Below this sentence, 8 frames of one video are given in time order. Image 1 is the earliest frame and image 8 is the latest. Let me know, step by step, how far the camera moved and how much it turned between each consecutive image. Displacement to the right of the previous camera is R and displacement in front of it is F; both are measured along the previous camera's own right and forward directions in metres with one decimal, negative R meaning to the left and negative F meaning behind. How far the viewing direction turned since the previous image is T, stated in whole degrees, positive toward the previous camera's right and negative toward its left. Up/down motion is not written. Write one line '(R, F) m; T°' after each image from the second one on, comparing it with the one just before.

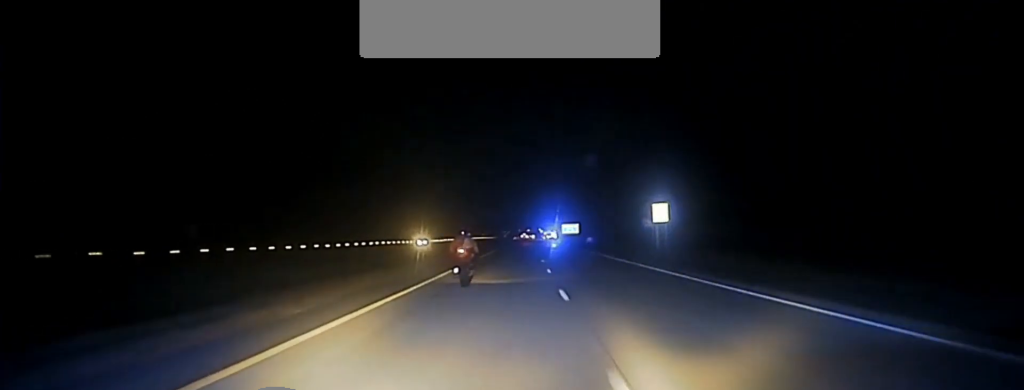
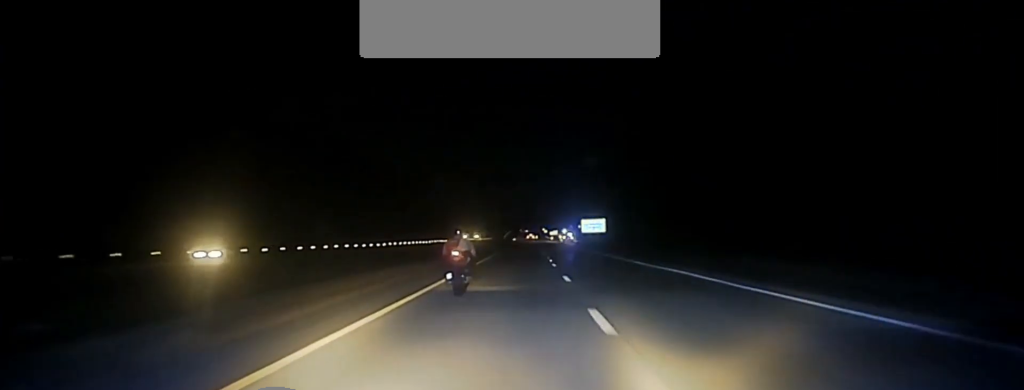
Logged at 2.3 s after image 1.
(-1.2, +82.4) m; -1°
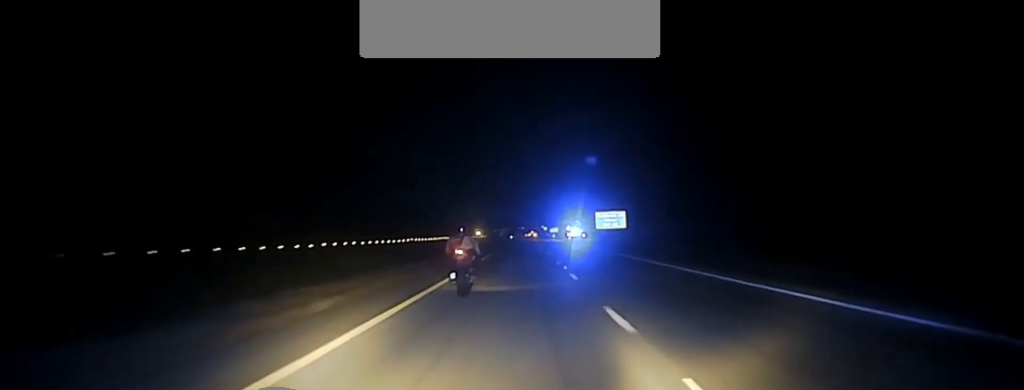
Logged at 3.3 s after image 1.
(+0.2, +35.8) m; +1°
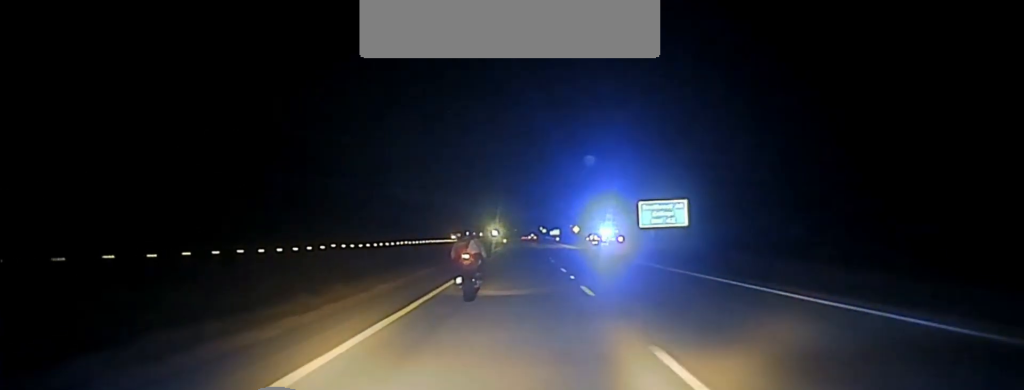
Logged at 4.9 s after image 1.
(+0.1, +53.1) m; 0°
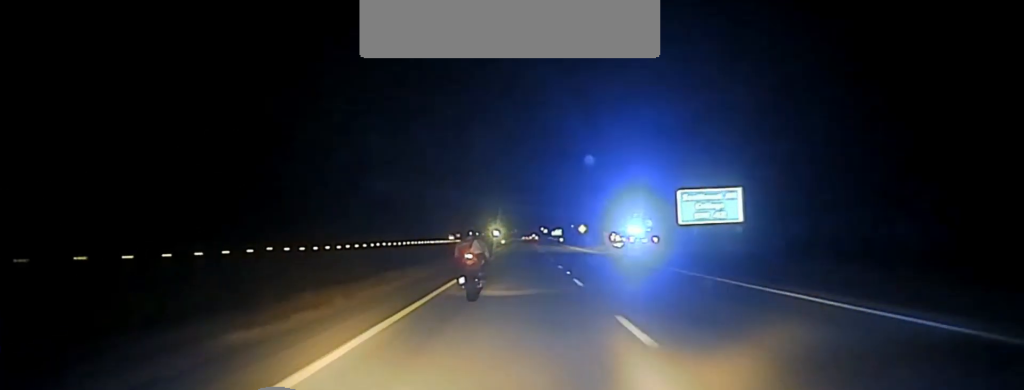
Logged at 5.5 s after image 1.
(0.0, +20.3) m; 0°
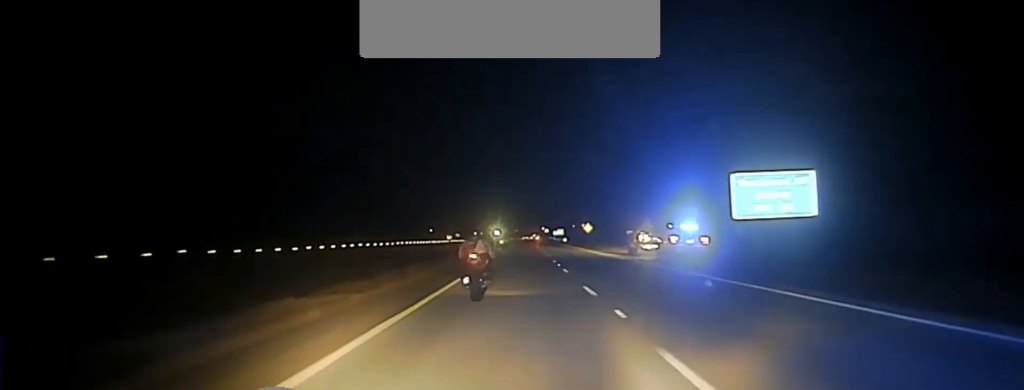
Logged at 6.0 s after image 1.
(0.0, +16.2) m; 0°
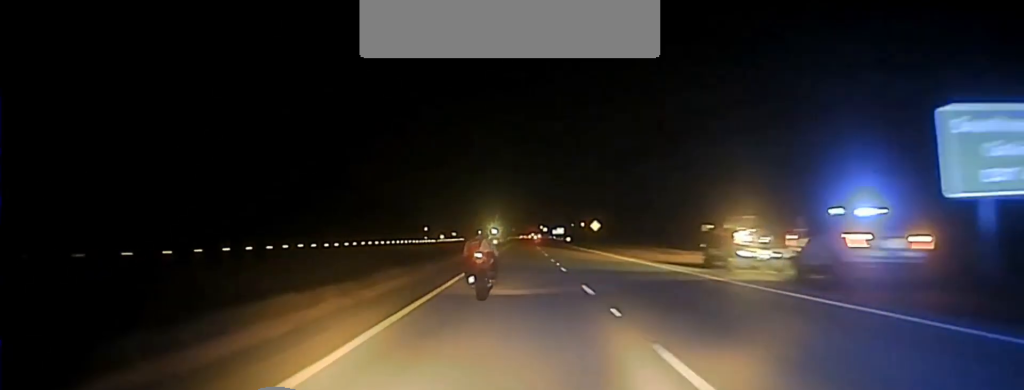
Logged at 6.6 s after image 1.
(+0.1, +22.9) m; 0°
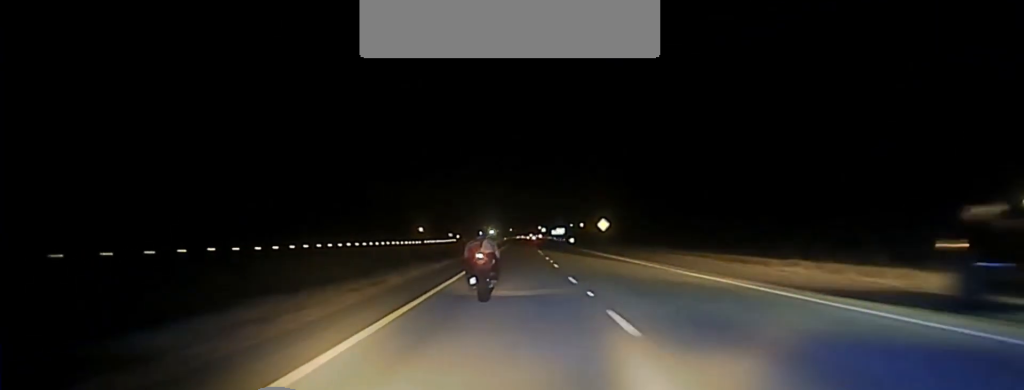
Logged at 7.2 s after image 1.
(-0.2, +19.0) m; 0°
